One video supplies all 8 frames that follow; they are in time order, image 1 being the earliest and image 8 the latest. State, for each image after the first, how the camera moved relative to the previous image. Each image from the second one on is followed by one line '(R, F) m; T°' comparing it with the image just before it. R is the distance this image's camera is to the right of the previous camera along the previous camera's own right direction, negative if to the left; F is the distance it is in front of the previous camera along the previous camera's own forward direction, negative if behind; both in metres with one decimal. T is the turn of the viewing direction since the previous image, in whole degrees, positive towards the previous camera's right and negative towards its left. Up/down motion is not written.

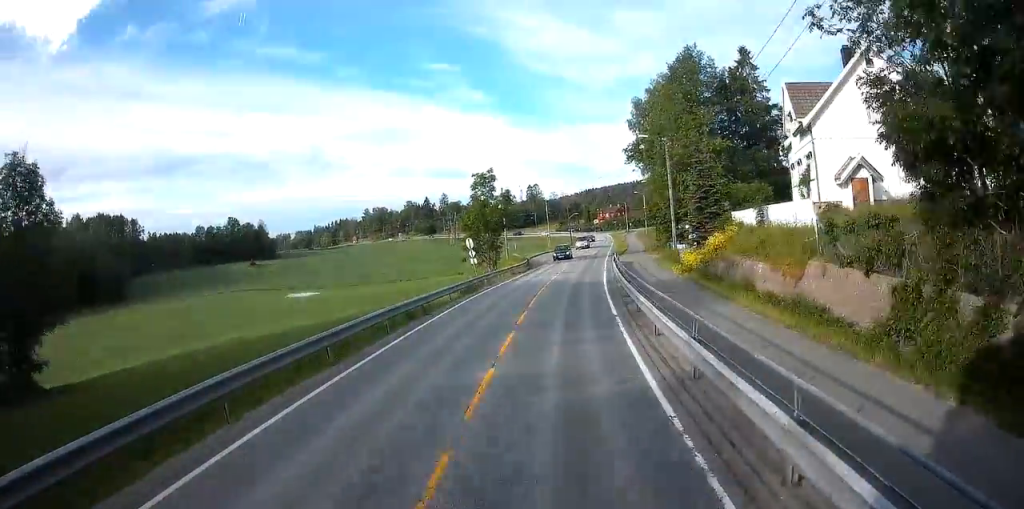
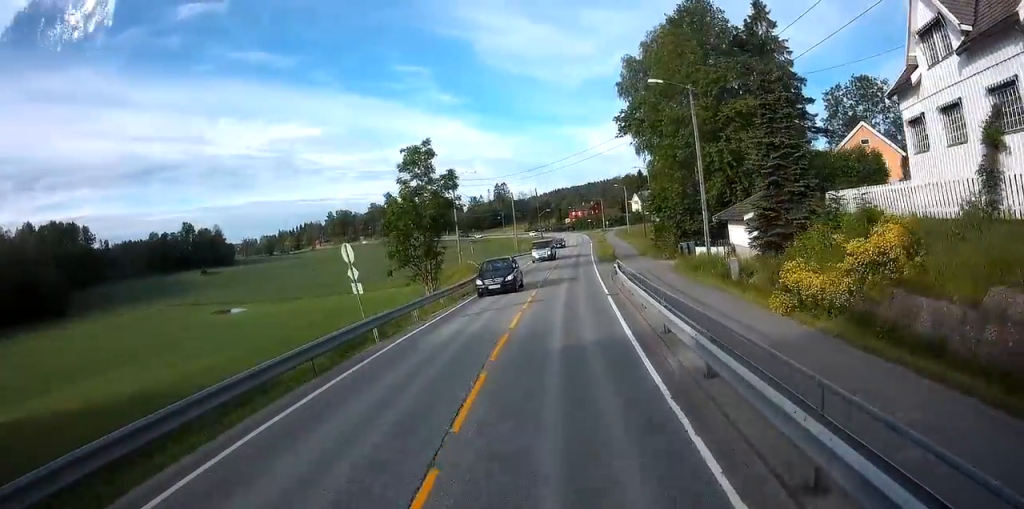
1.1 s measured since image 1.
(+0.1, +16.3) m; +3°
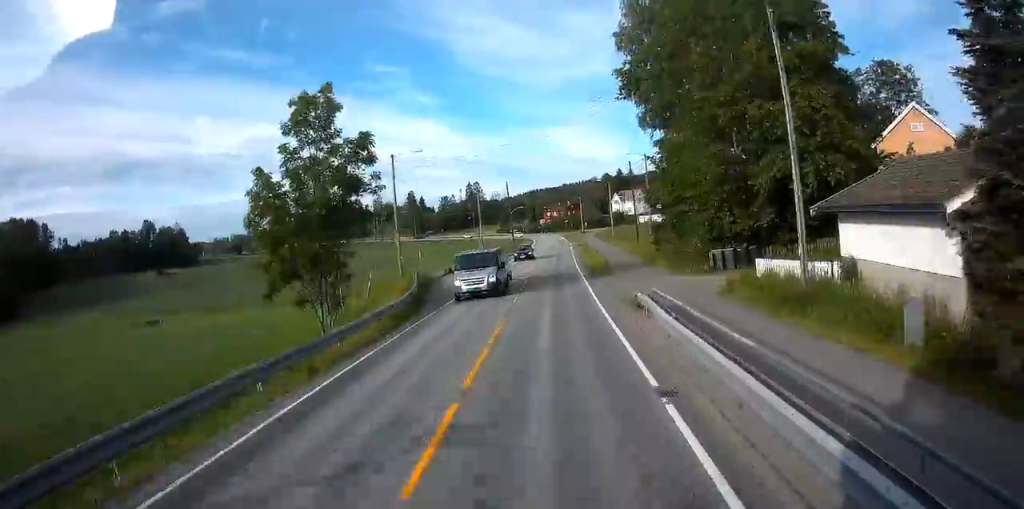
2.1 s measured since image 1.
(+0.6, +13.7) m; +3°
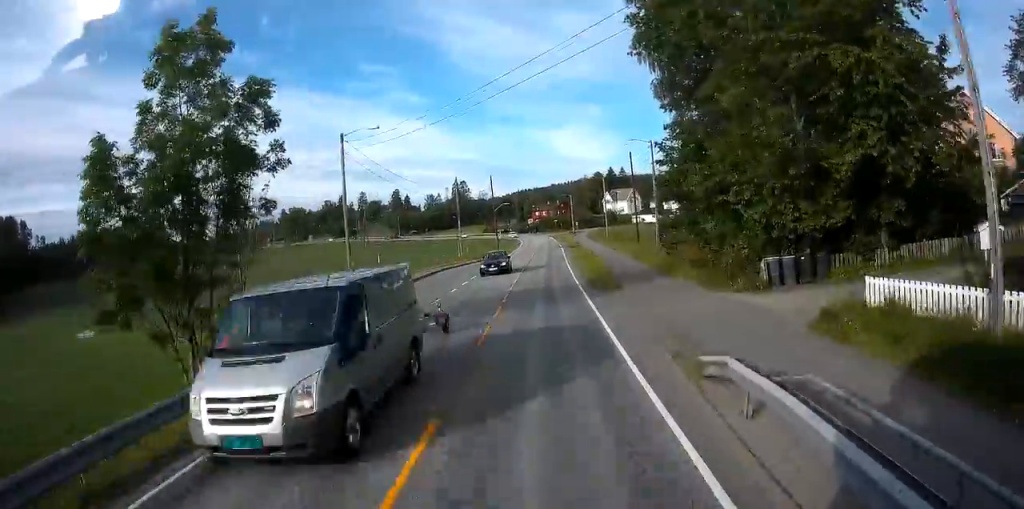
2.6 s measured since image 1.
(+0.1, +8.5) m; +1°
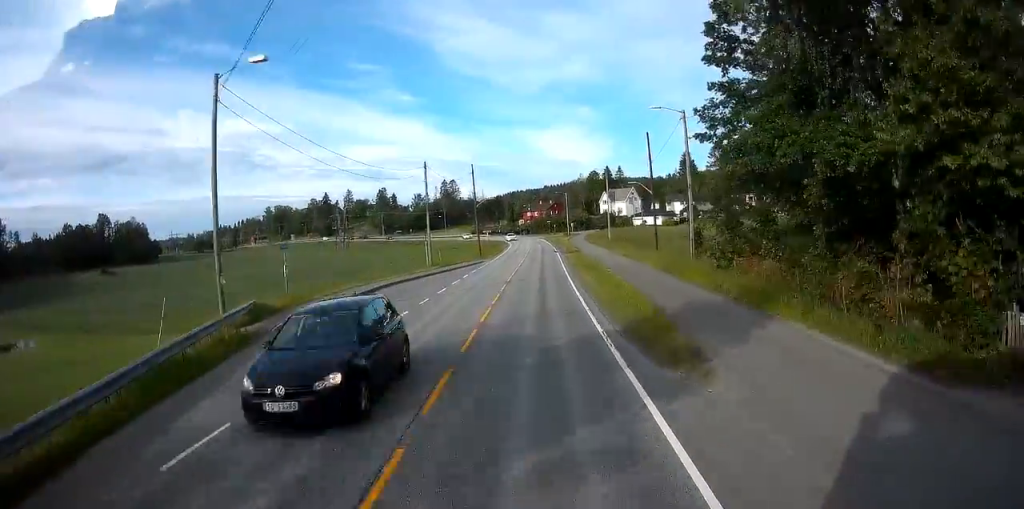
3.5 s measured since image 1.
(0.0, +13.2) m; 0°
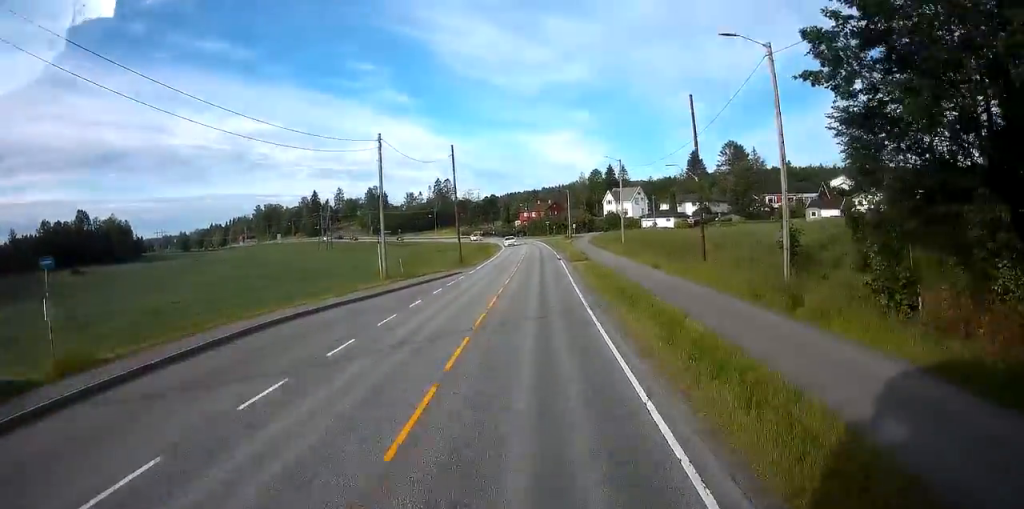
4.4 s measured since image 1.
(0.0, +13.9) m; 0°
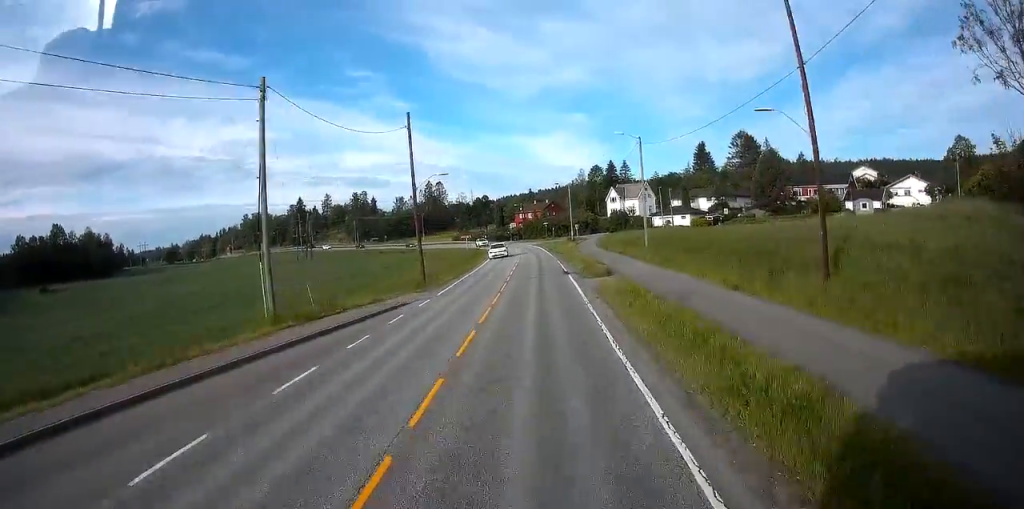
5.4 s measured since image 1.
(0.0, +14.9) m; 0°
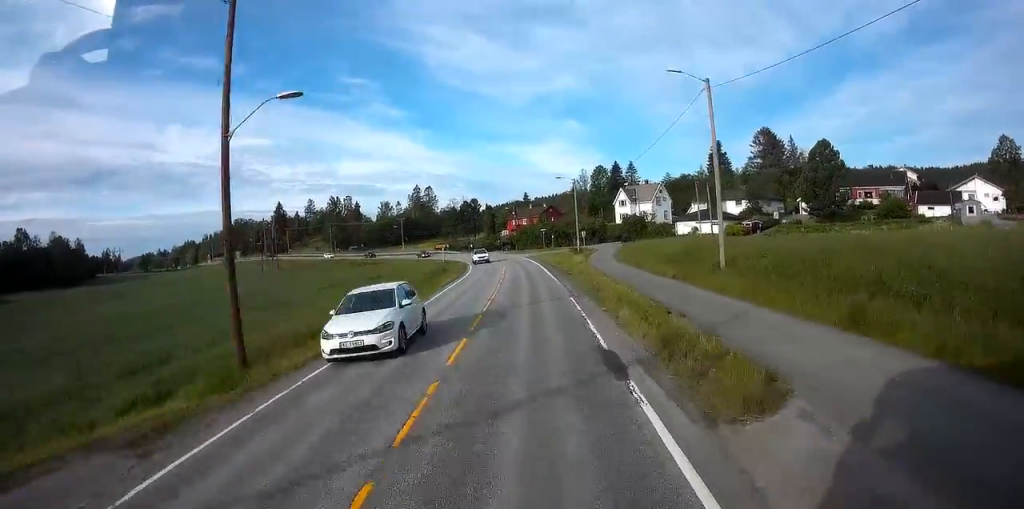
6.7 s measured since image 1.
(-0.1, +20.7) m; -1°
